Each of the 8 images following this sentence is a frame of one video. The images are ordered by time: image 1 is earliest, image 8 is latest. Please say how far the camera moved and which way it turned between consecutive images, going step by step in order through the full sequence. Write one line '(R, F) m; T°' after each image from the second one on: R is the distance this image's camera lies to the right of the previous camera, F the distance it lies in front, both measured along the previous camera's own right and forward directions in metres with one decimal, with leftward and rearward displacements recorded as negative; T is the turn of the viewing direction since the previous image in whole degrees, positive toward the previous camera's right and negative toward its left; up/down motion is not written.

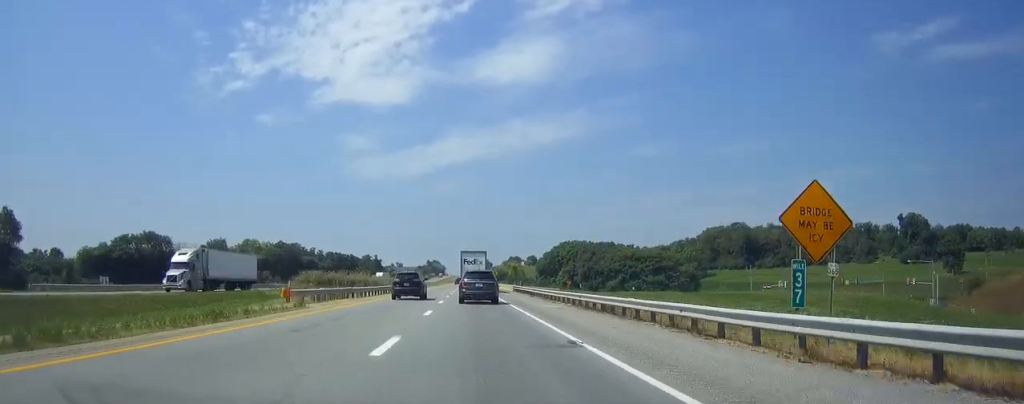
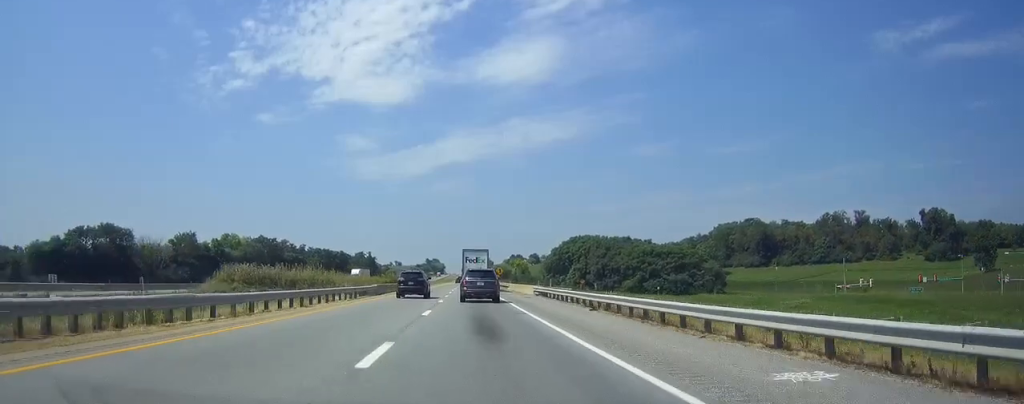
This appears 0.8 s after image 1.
(0.0, +25.7) m; 0°
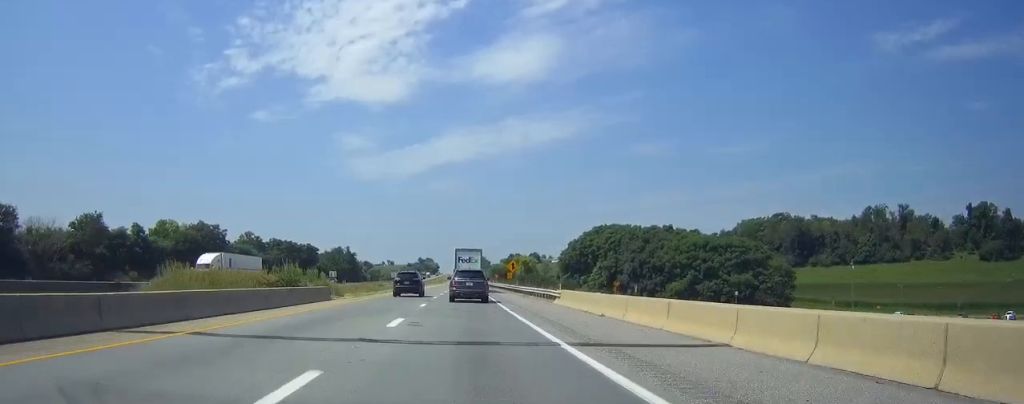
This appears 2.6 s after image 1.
(+0.1, +53.3) m; 0°
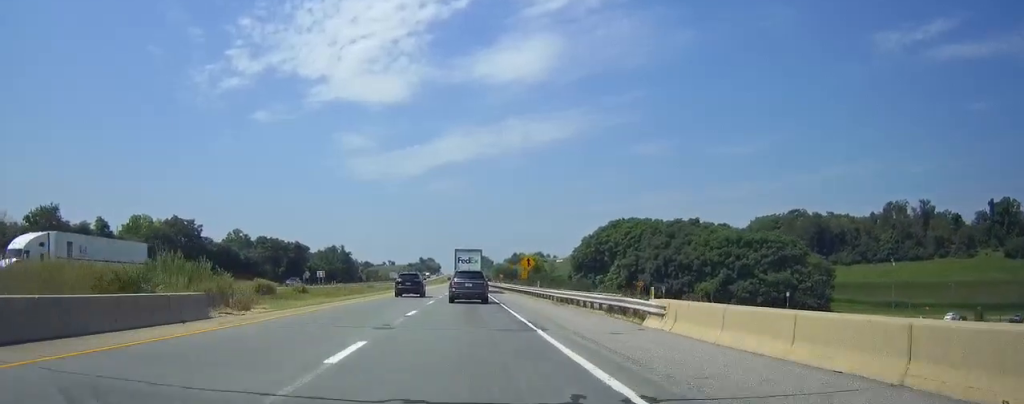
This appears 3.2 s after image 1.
(+0.1, +19.5) m; 0°
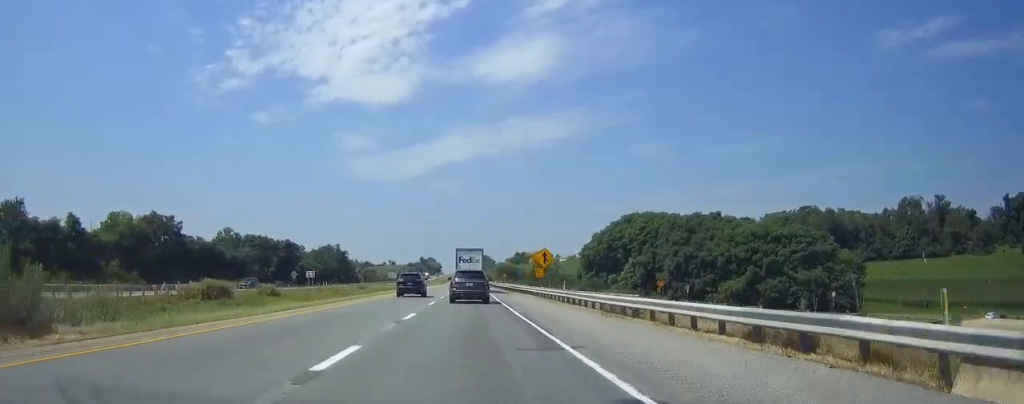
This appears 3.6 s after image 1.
(0.0, +13.3) m; 0°
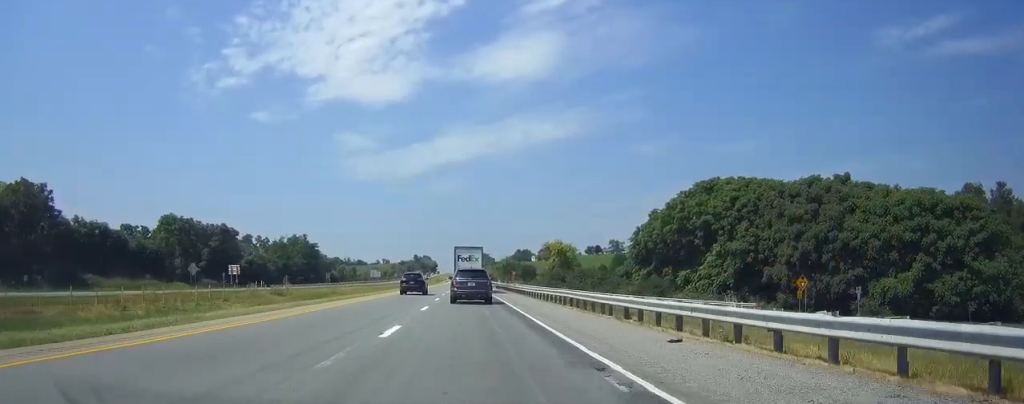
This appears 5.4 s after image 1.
(0.0, +54.2) m; 0°
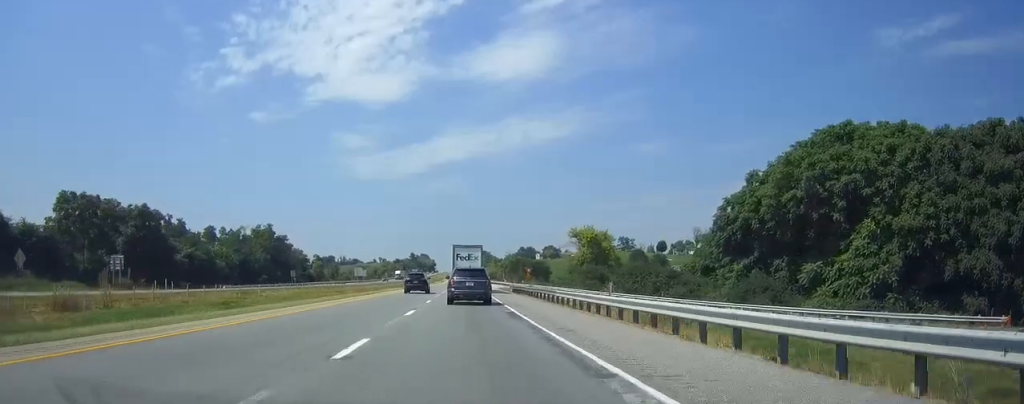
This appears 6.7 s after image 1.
(0.0, +40.9) m; 0°
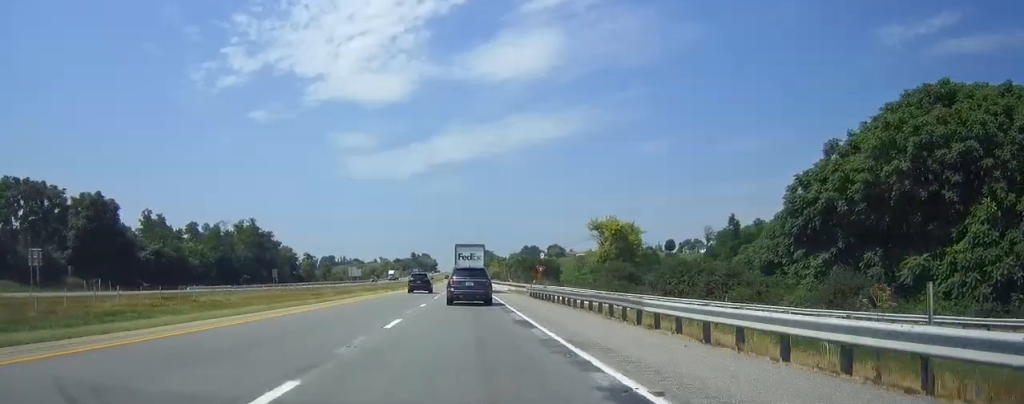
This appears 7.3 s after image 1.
(0.0, +17.4) m; 0°
